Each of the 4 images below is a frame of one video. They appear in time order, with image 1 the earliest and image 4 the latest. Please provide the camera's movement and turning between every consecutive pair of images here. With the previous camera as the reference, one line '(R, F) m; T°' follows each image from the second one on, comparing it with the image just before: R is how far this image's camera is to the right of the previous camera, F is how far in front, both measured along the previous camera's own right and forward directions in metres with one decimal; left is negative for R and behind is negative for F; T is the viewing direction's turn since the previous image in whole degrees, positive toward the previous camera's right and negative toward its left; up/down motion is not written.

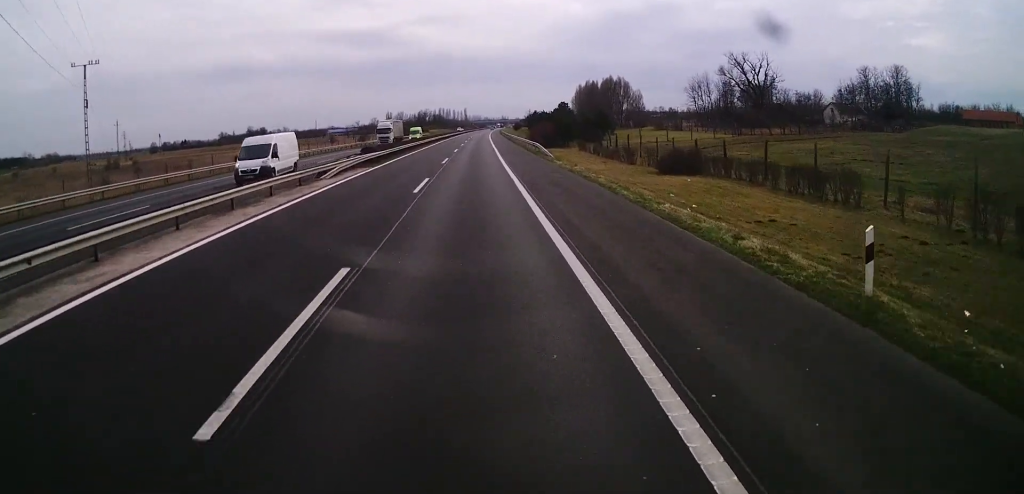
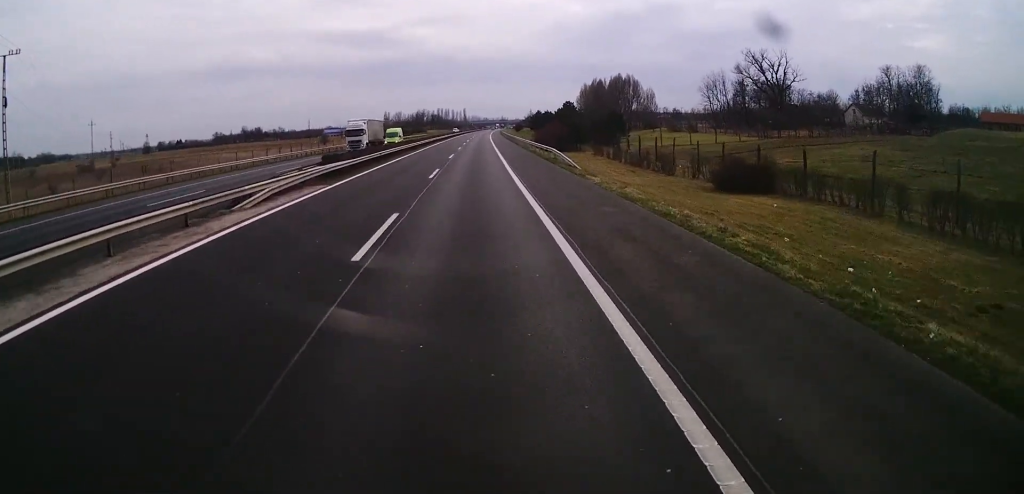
(0.0, +11.6) m; 0°
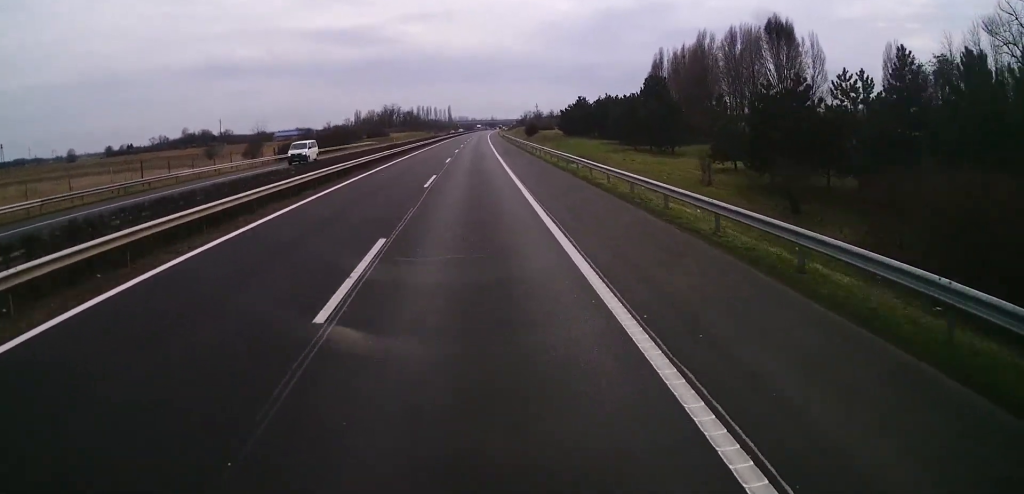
(+0.7, +94.3) m; +1°
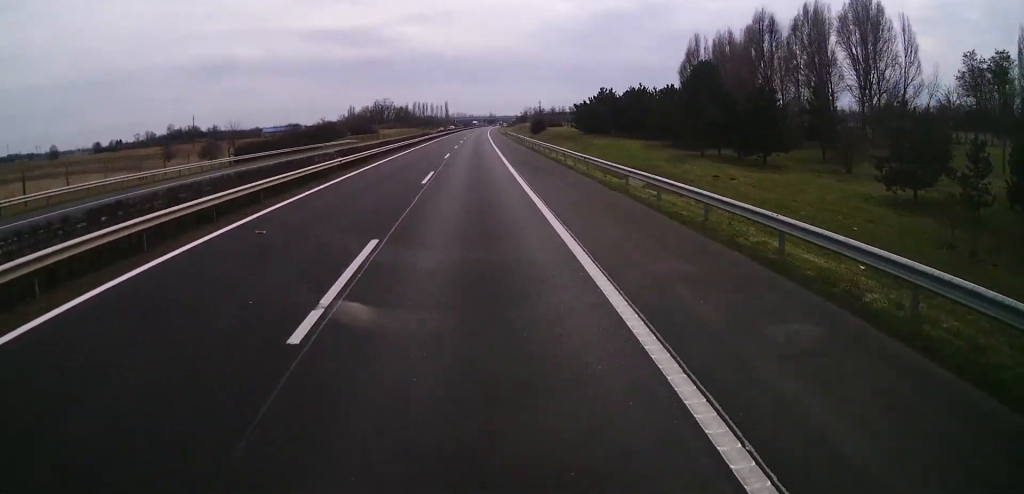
(0.0, +19.5) m; 0°
